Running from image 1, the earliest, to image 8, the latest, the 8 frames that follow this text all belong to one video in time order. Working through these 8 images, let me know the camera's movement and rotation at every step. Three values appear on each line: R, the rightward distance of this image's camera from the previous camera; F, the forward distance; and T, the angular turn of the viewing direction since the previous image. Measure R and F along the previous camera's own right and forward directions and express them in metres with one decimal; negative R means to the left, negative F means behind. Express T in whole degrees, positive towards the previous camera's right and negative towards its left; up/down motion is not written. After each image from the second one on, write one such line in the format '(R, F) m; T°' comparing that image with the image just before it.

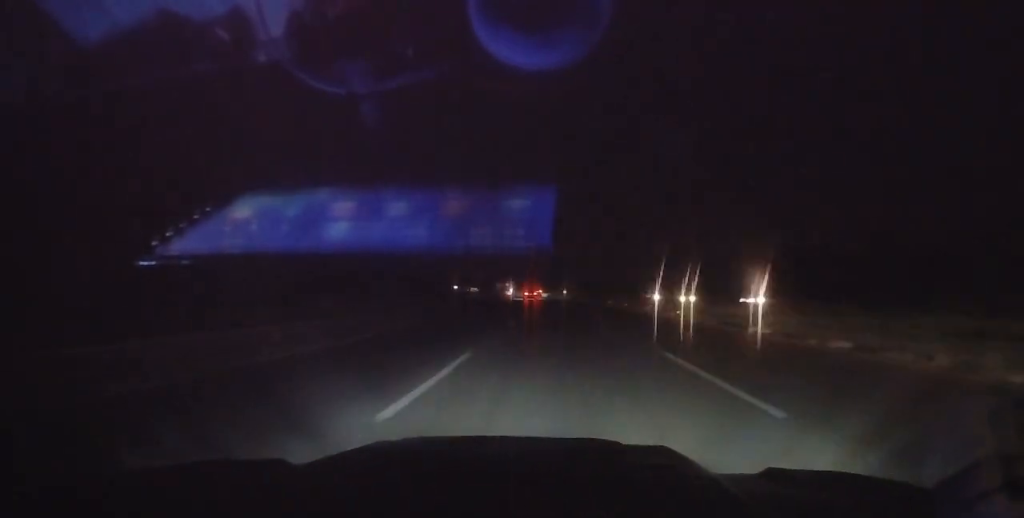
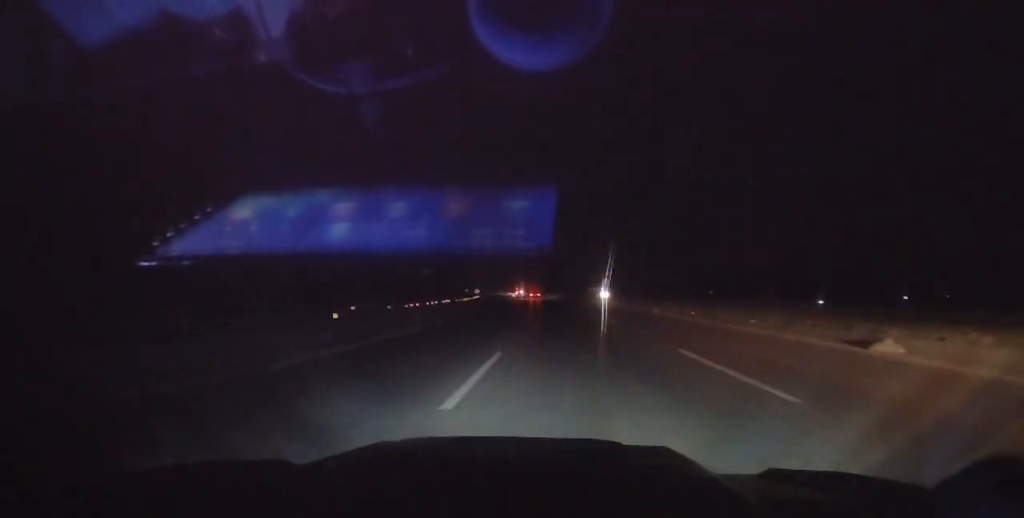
(-9.8, +144.1) m; -8°
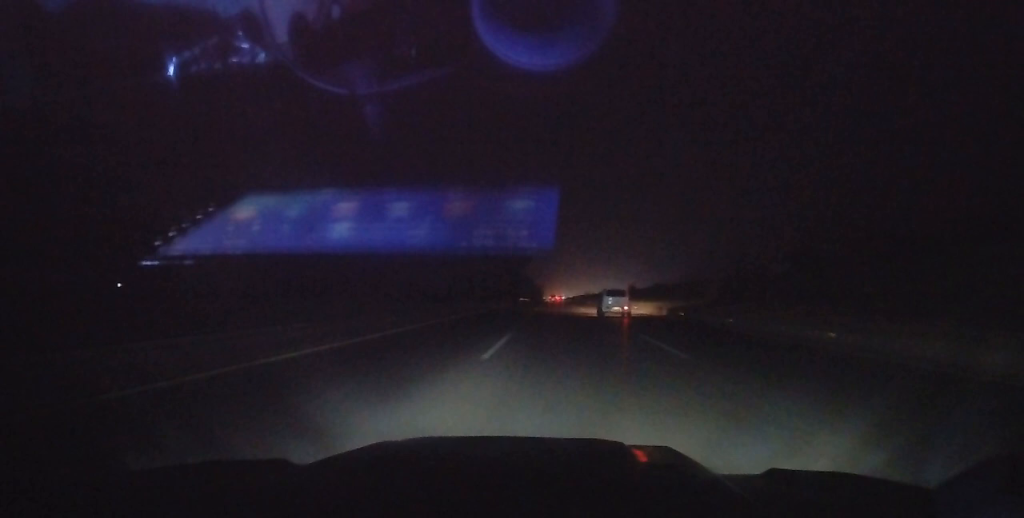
(-105.5, +453.7) m; -22°
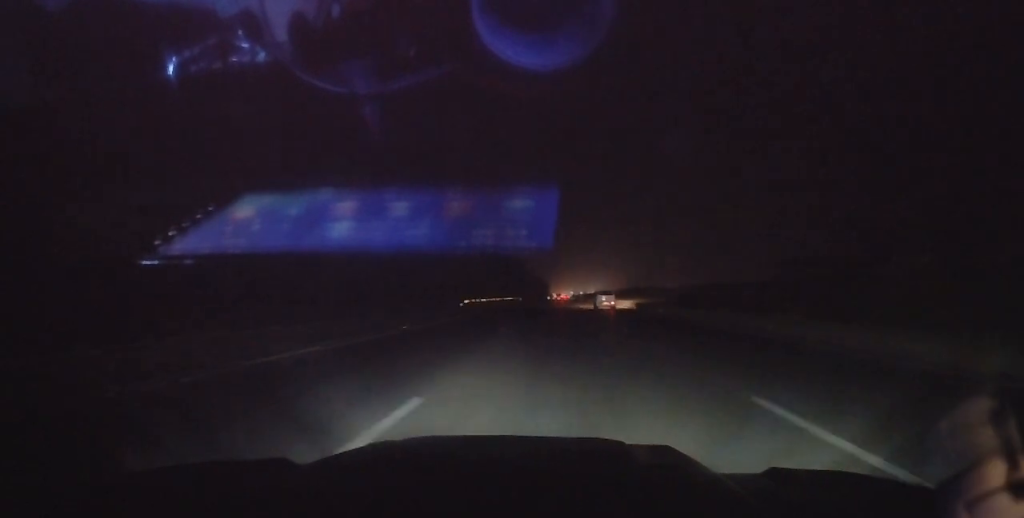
(-1.4, +119.5) m; -1°
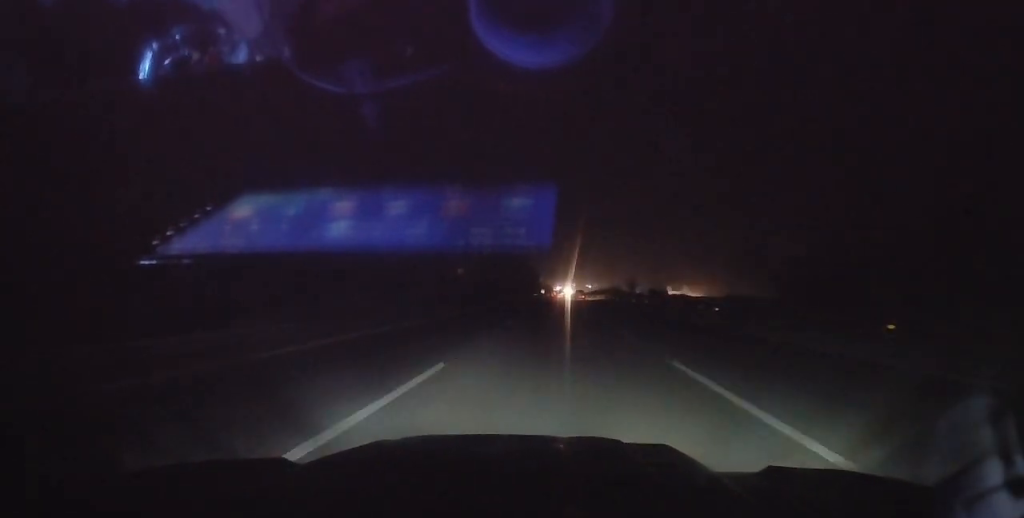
(-1.3, +309.1) m; 0°
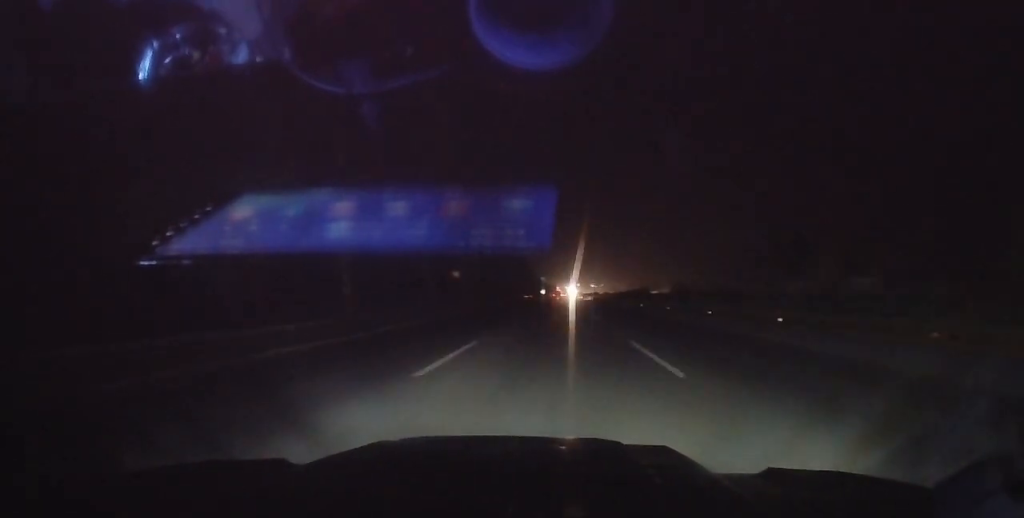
(+0.3, +83.7) m; 0°
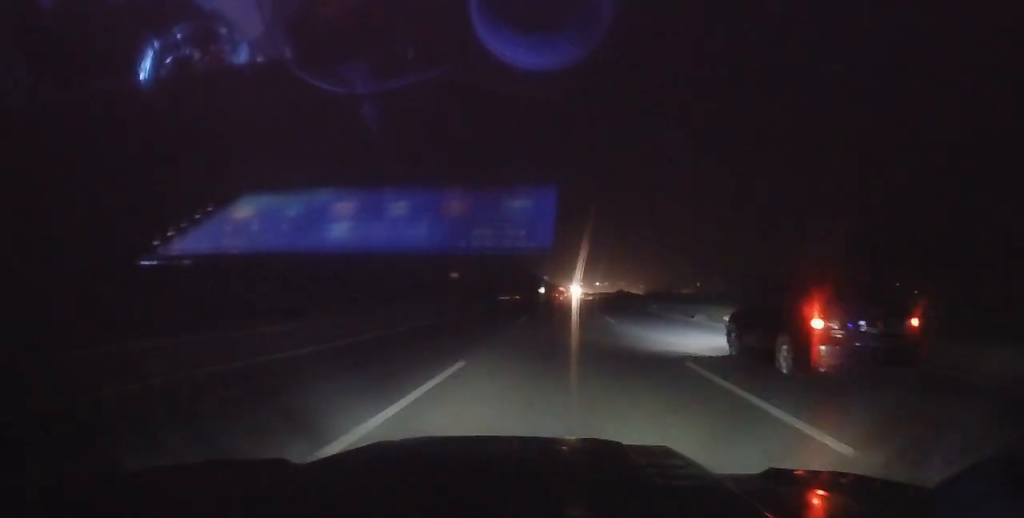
(-0.4, +75.6) m; 0°
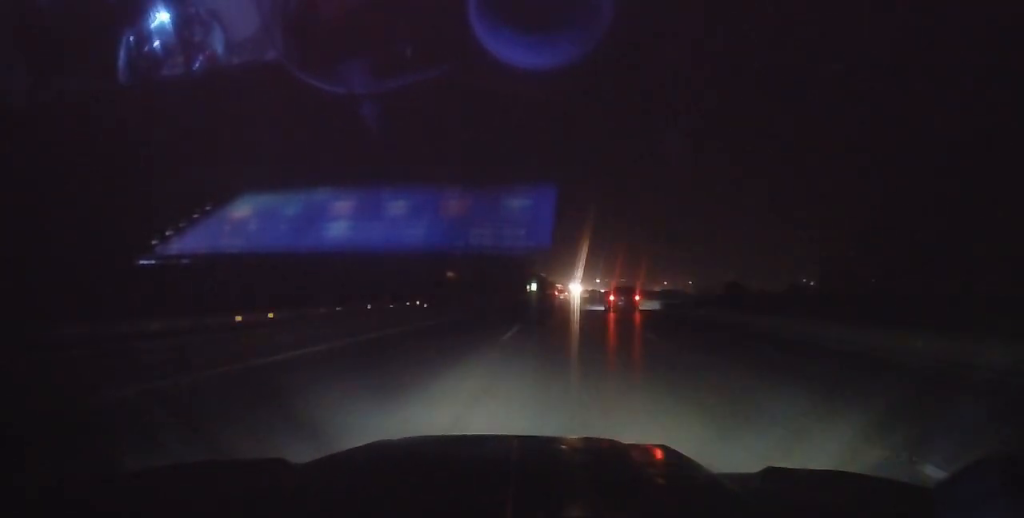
(-0.4, +82.6) m; 0°
